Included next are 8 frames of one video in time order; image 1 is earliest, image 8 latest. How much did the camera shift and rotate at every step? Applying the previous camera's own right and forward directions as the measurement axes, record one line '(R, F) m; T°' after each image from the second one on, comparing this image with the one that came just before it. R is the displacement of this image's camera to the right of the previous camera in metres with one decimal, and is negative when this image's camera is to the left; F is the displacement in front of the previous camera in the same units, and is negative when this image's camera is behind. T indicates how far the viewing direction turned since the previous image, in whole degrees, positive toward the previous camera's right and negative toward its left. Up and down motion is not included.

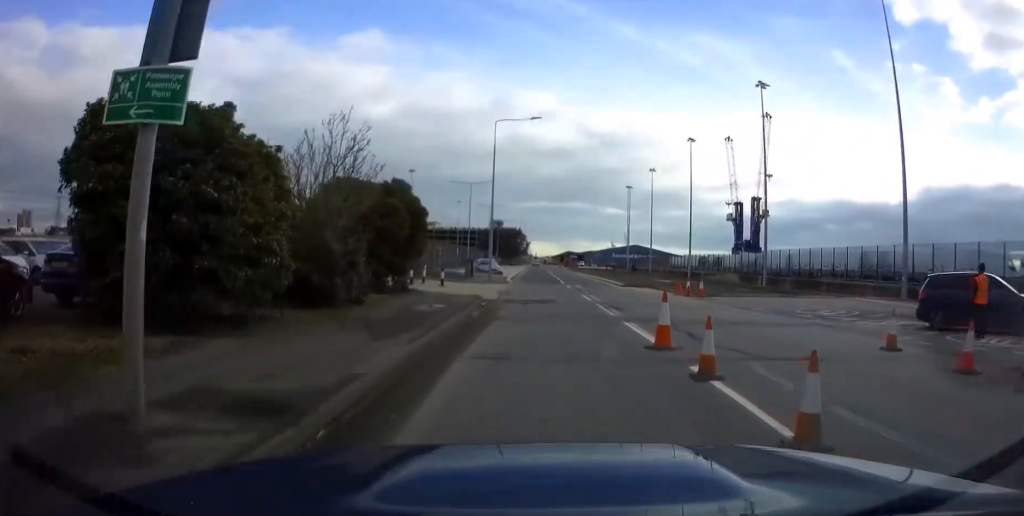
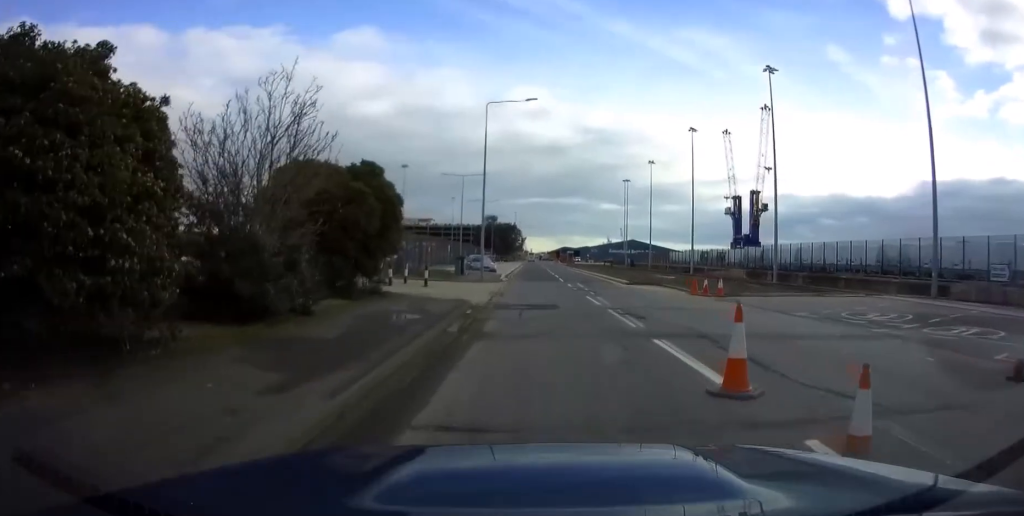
(+0.1, +3.9) m; -1°
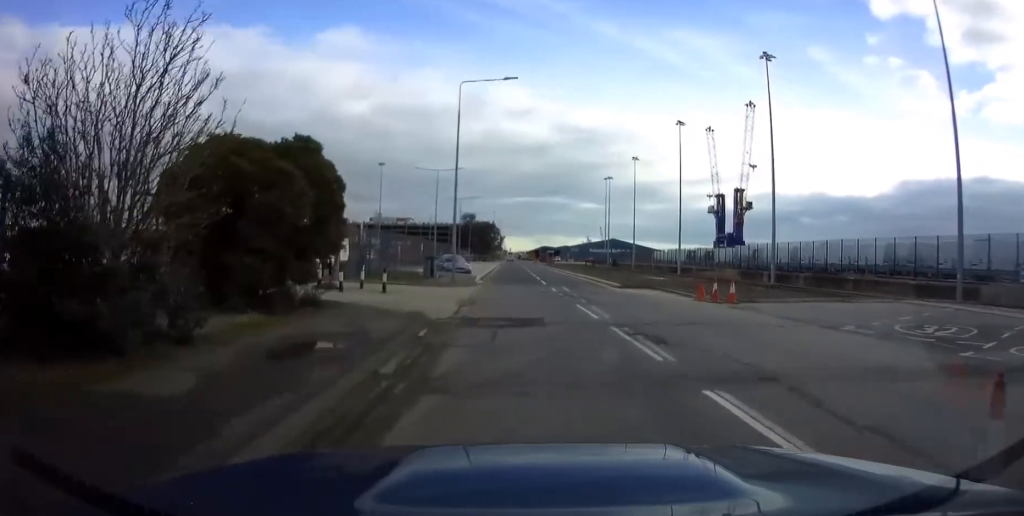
(0.0, +4.5) m; +2°
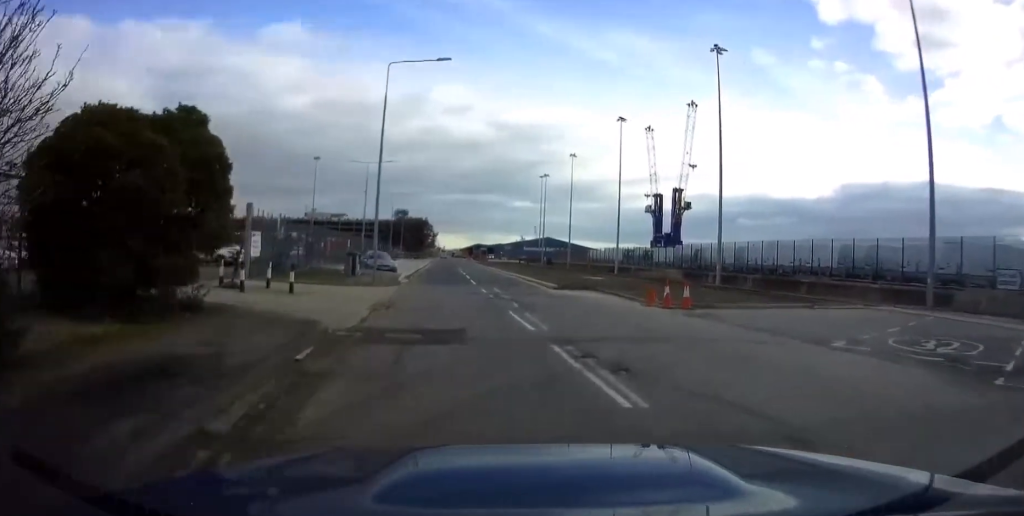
(-0.3, +3.1) m; +5°
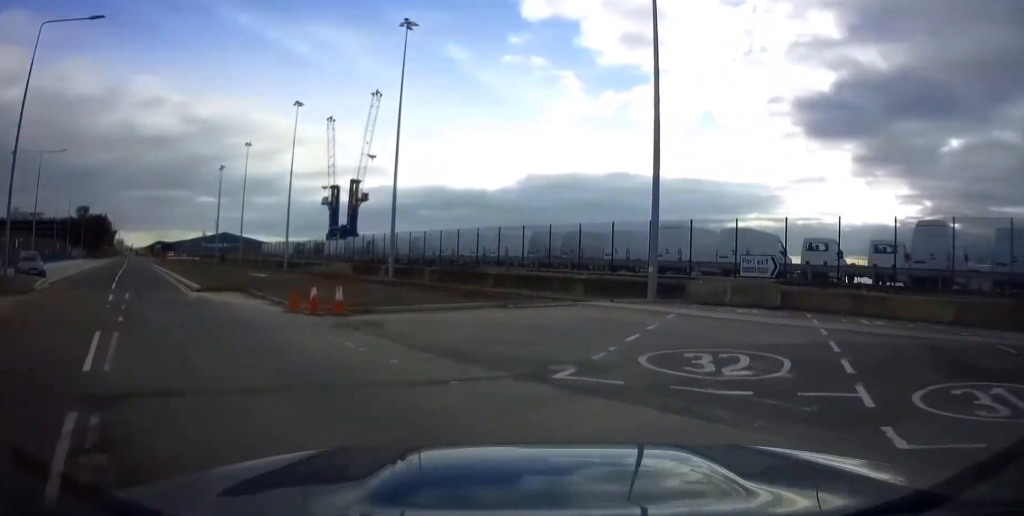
(+1.3, +4.5) m; +32°
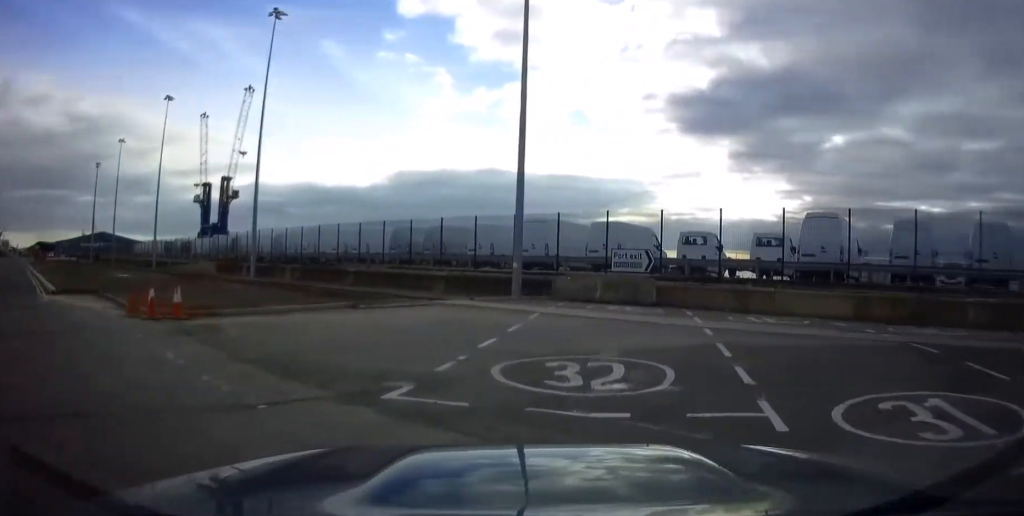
(+0.2, +1.4) m; +13°
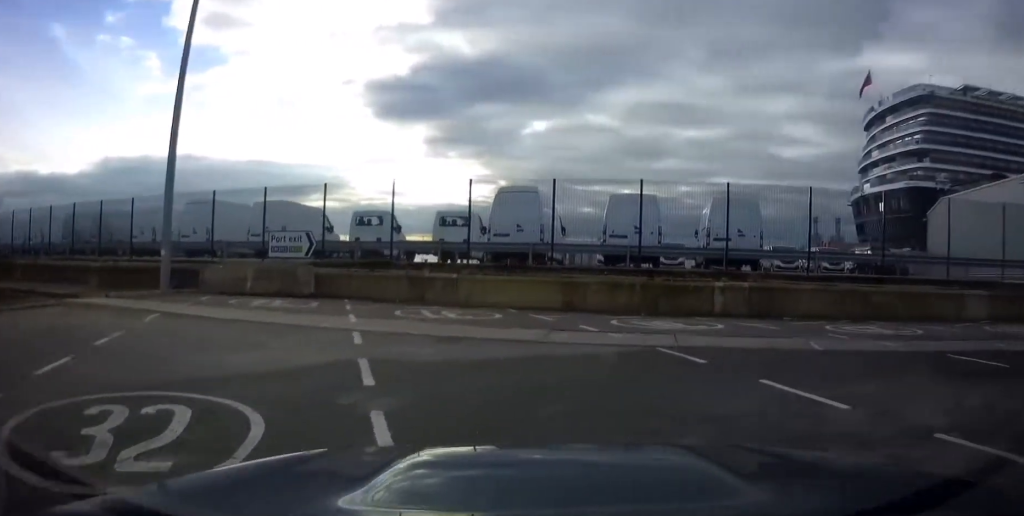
(+0.8, +3.3) m; +33°
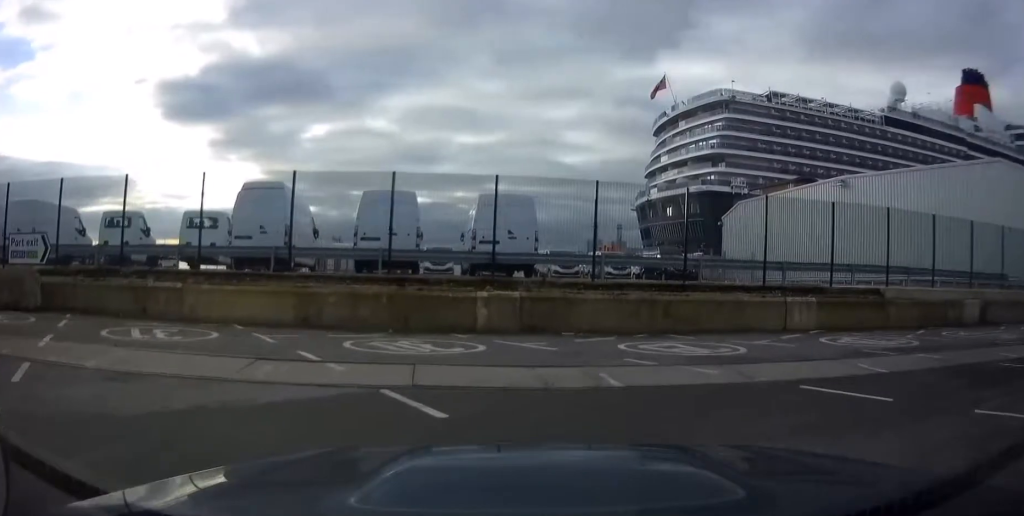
(+0.6, +2.2) m; +20°
